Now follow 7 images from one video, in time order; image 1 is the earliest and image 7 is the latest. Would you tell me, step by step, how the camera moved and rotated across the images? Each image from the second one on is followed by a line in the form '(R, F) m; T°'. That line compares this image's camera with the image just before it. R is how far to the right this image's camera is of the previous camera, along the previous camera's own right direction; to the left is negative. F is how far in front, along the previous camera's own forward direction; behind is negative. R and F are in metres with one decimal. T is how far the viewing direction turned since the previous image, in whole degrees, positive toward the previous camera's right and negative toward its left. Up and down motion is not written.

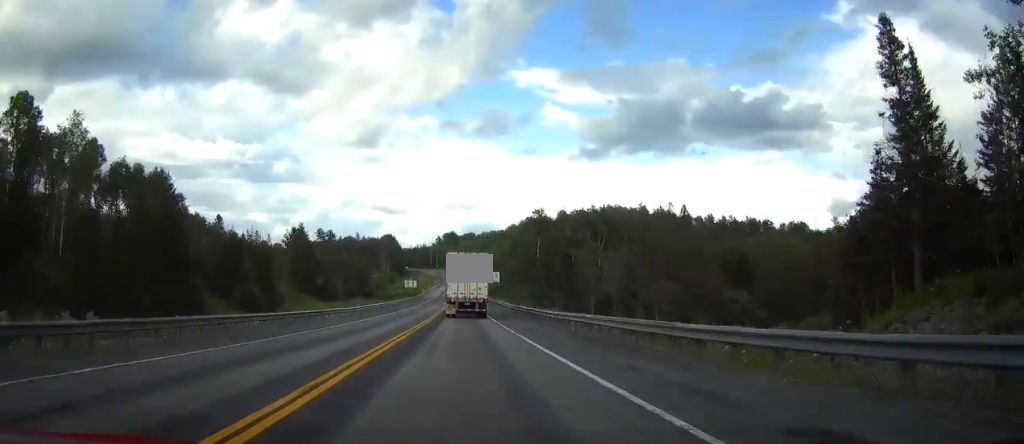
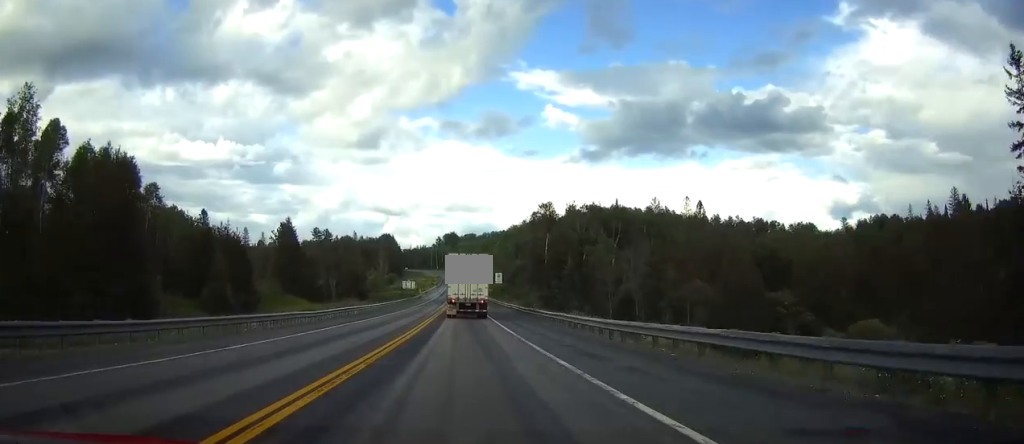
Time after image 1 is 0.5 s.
(0.0, +13.5) m; 0°
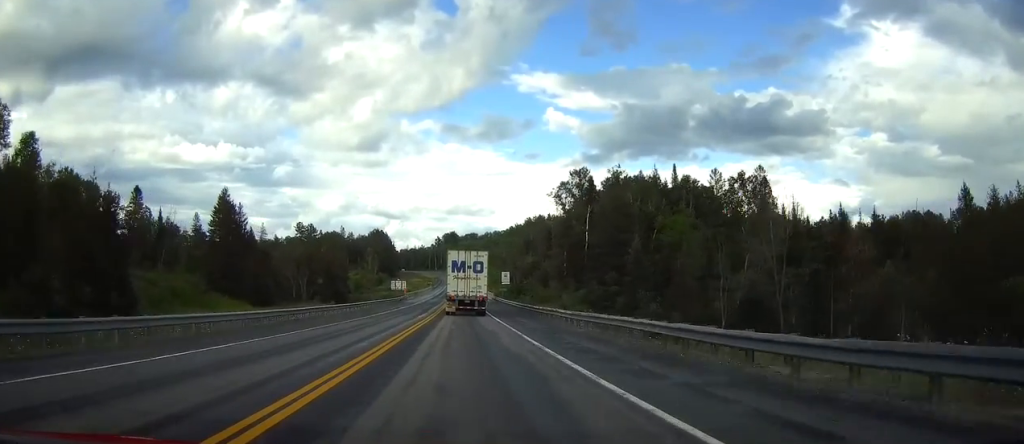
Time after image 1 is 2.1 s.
(-0.2, +43.5) m; 0°
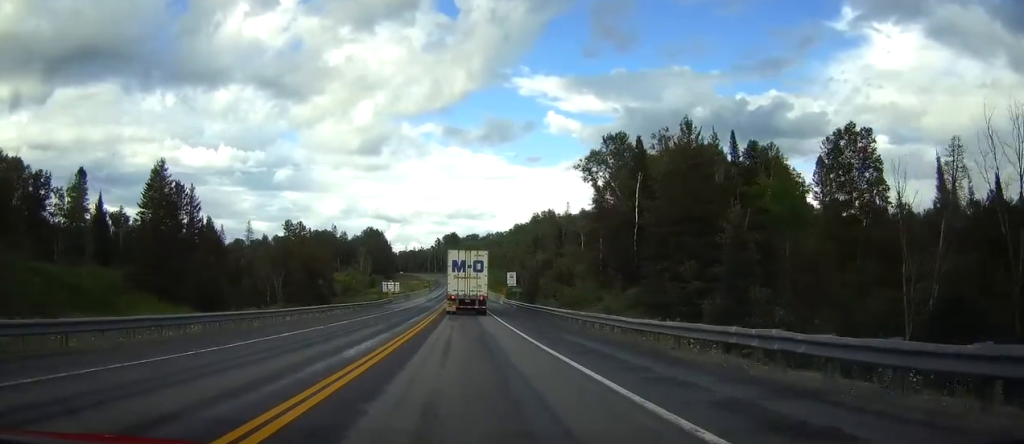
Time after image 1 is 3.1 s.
(0.0, +26.1) m; 0°
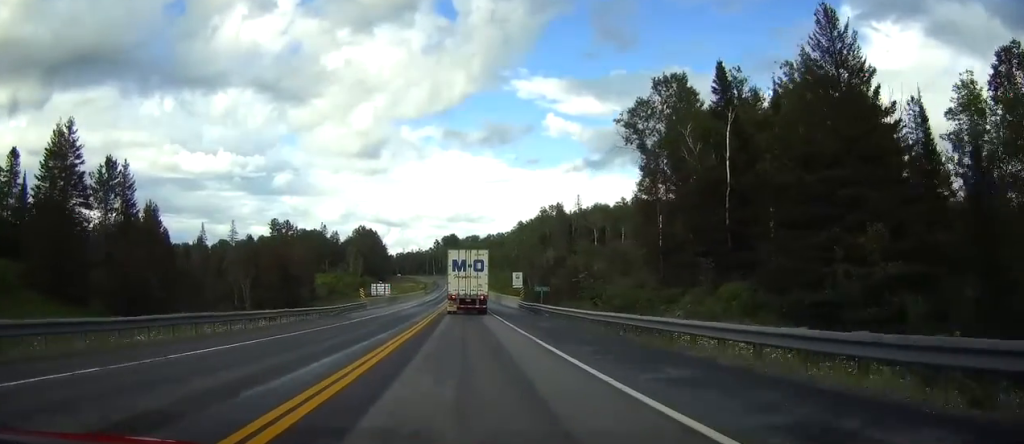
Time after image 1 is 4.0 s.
(0.0, +24.1) m; 0°
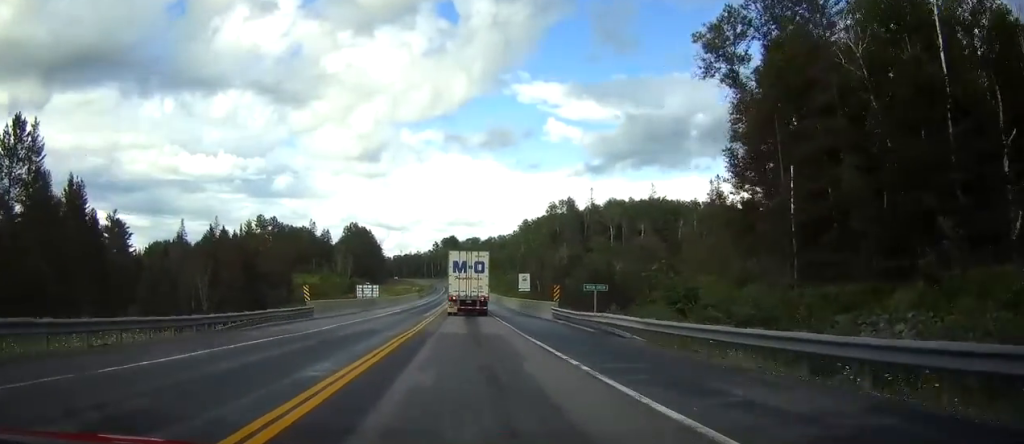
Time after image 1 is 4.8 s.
(0.0, +23.1) m; 0°
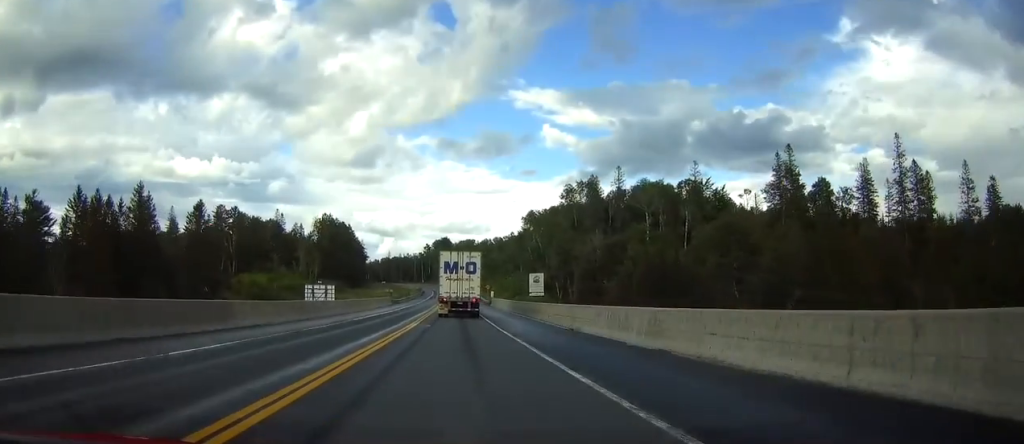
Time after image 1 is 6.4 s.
(+0.2, +42.7) m; +1°
